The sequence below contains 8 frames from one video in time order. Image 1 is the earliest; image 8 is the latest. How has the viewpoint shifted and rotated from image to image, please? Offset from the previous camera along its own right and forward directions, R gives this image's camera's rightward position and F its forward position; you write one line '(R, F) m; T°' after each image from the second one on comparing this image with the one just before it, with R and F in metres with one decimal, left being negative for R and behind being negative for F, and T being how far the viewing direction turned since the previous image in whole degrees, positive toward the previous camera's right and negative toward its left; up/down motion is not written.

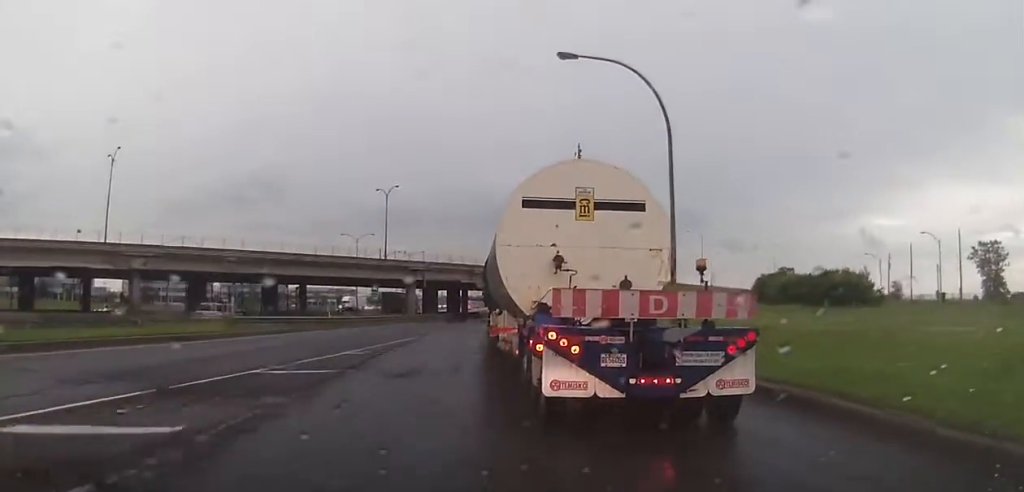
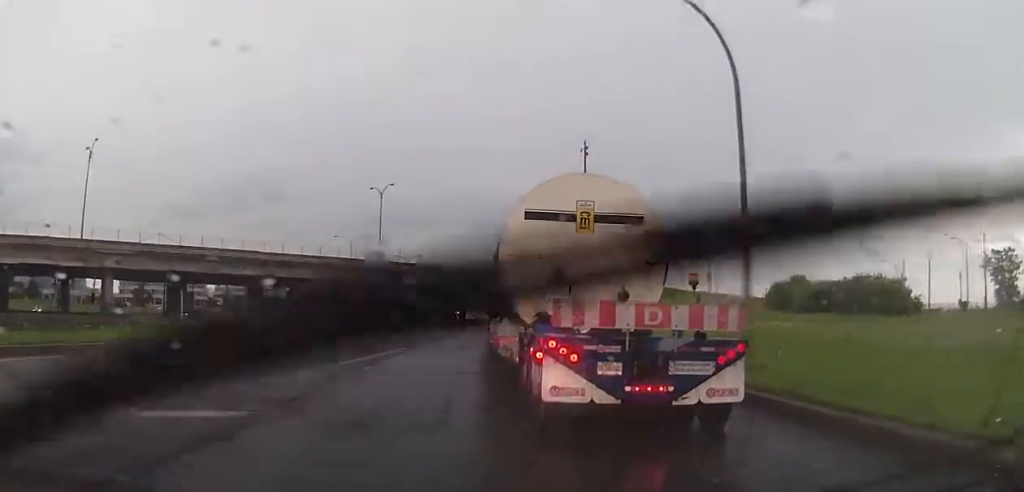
(-0.2, +5.7) m; -1°
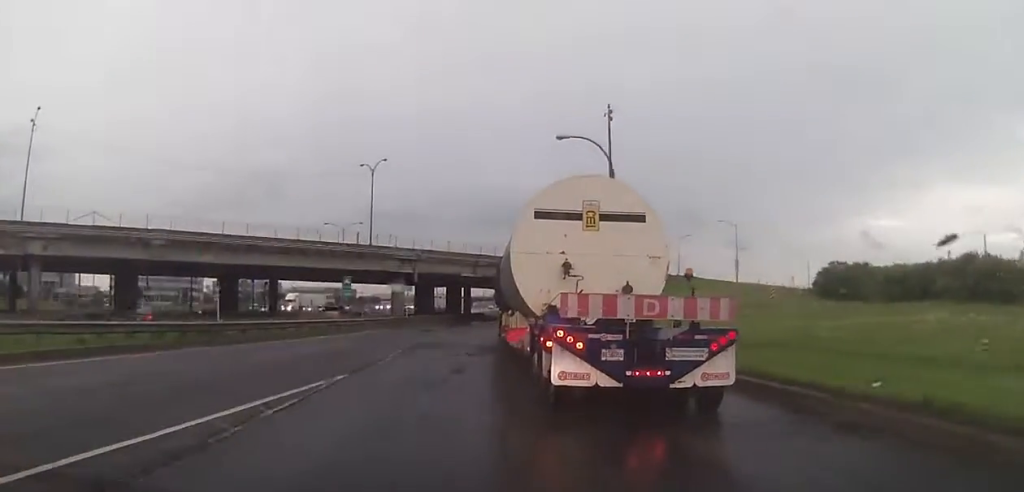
(+0.2, +13.6) m; +3°
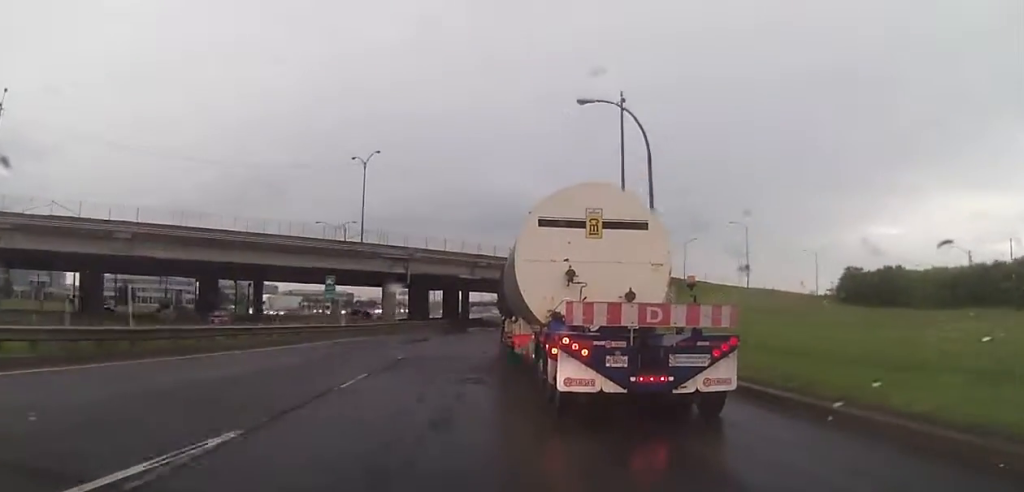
(+0.3, +6.4) m; 0°
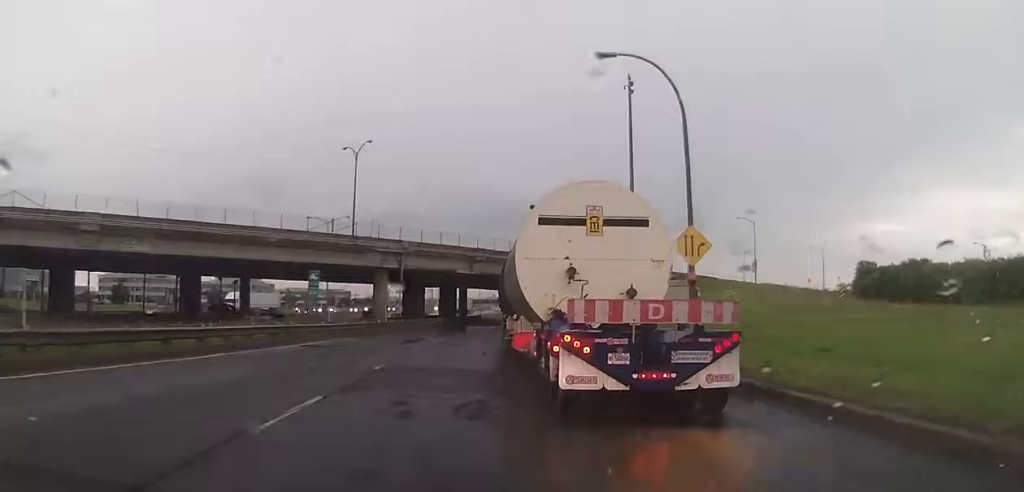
(0.0, +4.7) m; 0°
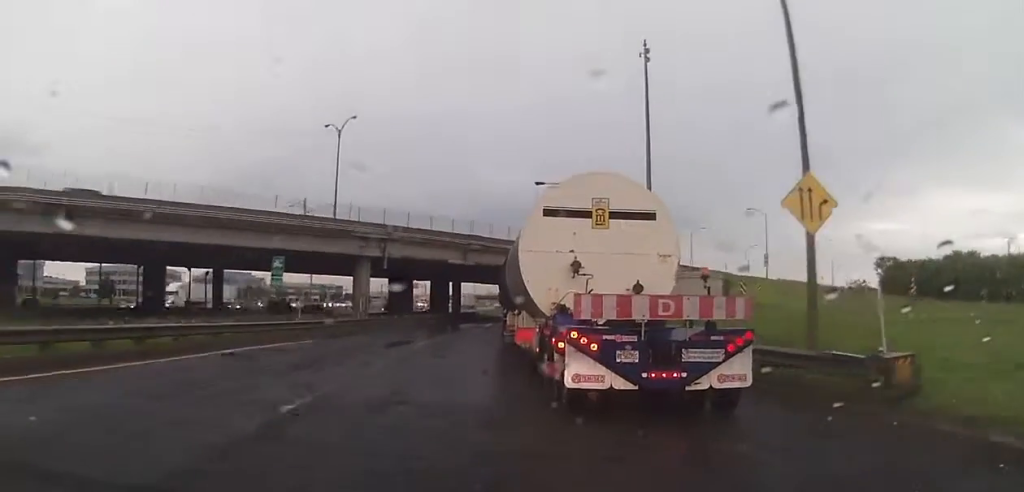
(-0.4, +7.7) m; 0°
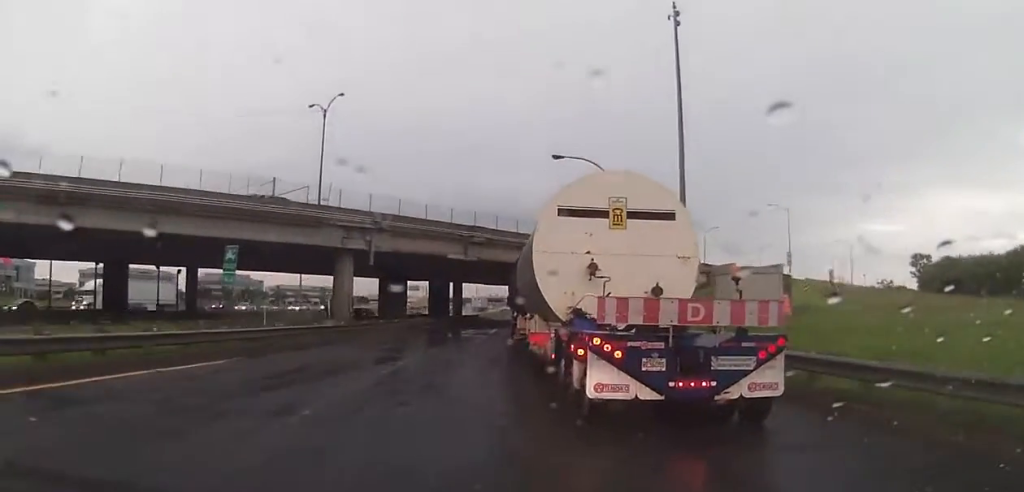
(+0.4, +8.2) m; +2°
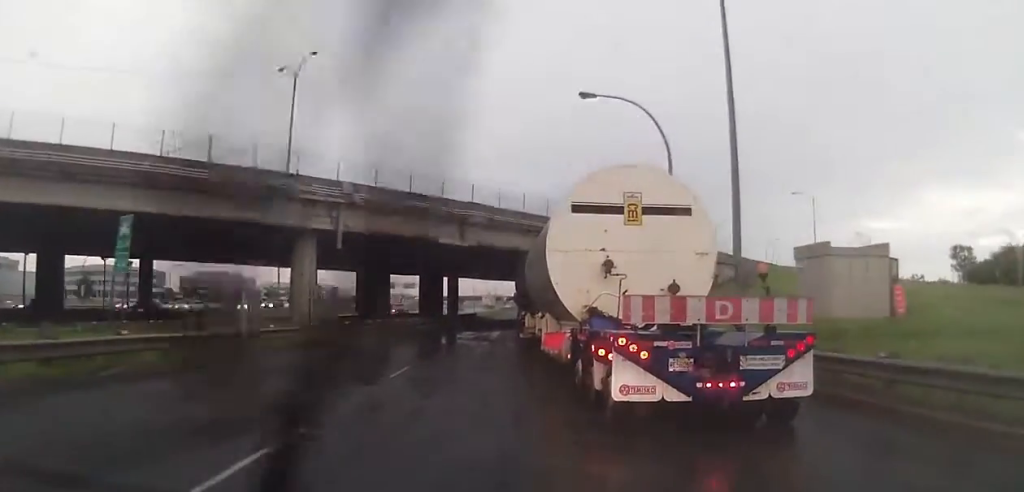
(+0.1, +10.1) m; -1°
